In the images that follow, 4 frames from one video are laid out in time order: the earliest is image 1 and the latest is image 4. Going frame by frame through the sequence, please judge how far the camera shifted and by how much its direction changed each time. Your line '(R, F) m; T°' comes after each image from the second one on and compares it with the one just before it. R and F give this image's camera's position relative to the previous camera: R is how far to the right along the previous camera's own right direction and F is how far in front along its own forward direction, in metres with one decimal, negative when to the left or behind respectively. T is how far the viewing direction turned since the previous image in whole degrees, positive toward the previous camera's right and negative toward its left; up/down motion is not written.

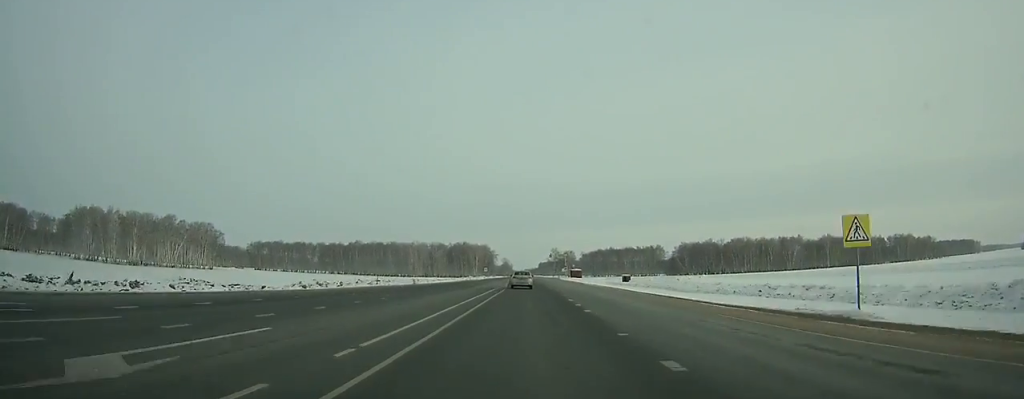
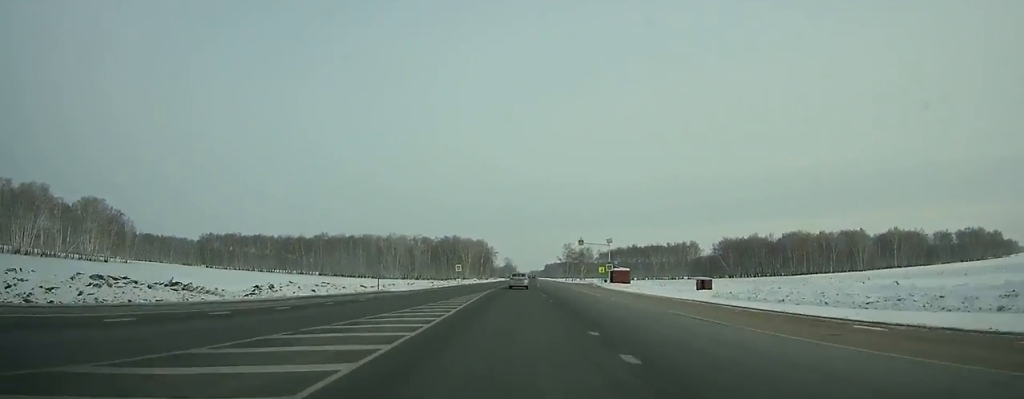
(-0.3, +79.4) m; 0°
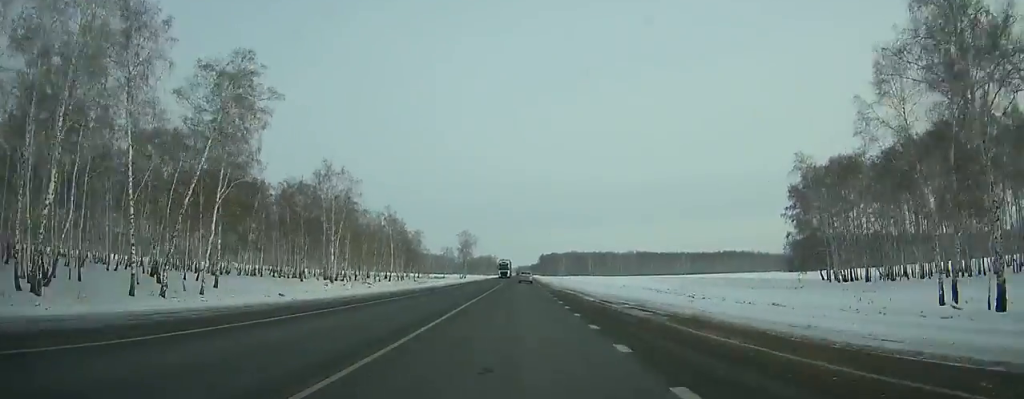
(+2.5, +307.8) m; +1°
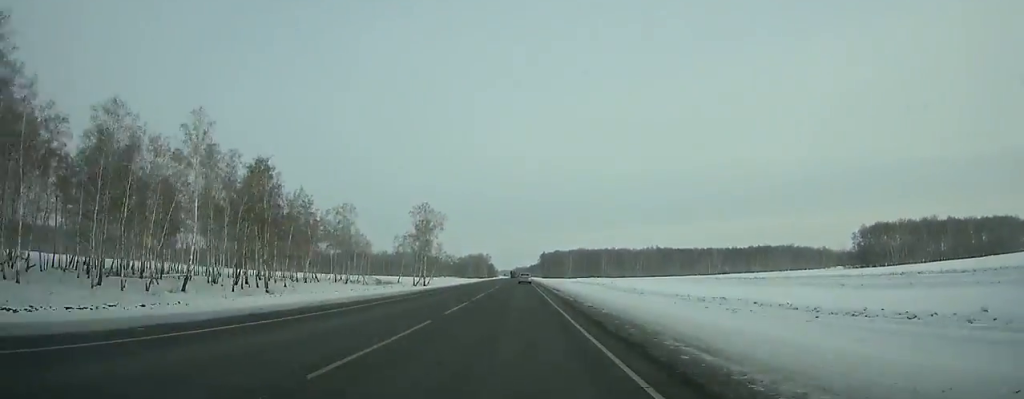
(+0.1, +100.2) m; 0°
